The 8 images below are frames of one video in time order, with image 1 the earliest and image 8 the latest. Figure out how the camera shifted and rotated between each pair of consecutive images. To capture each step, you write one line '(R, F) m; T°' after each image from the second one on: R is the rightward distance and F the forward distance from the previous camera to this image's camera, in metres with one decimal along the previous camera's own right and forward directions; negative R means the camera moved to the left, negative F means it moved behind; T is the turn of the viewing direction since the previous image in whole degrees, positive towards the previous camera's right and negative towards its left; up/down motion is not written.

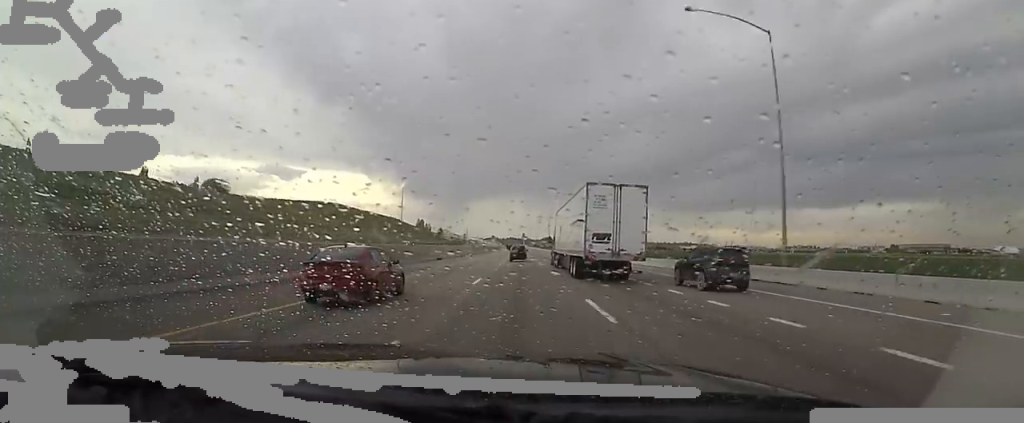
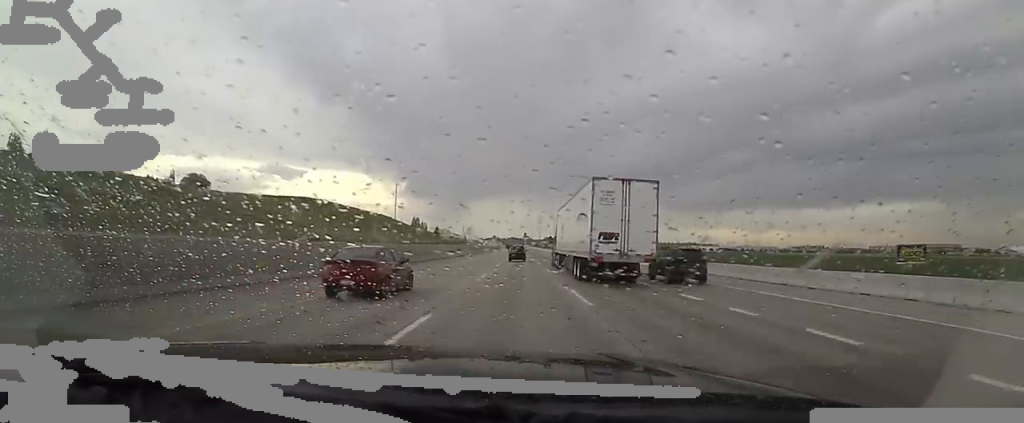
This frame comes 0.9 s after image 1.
(-0.1, +28.1) m; -2°
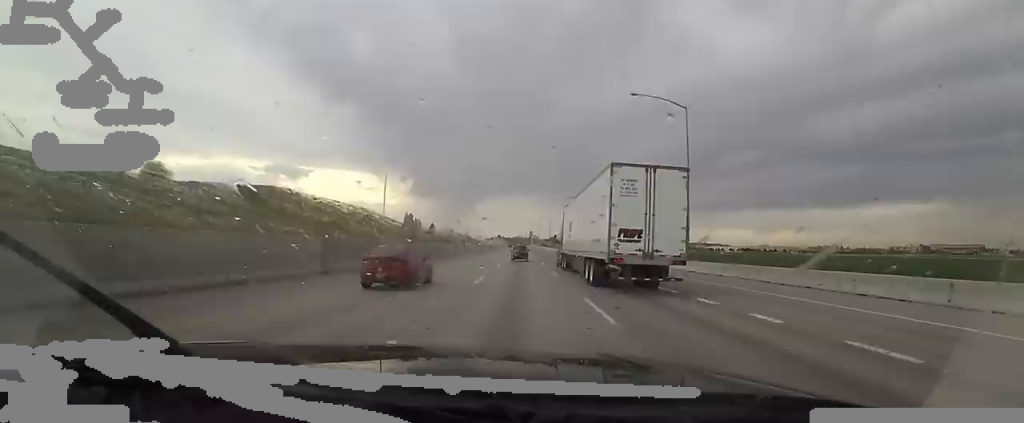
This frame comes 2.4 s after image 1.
(-1.7, +48.0) m; -1°
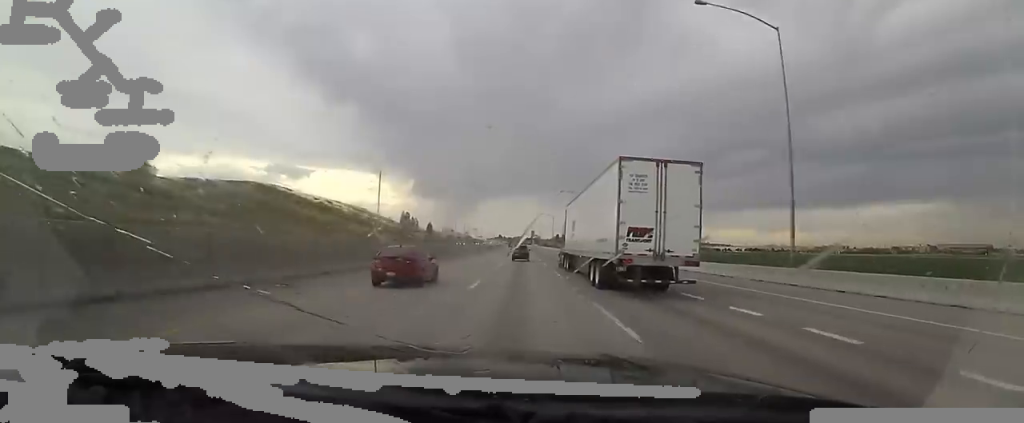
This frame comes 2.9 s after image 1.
(0.0, +16.6) m; +1°
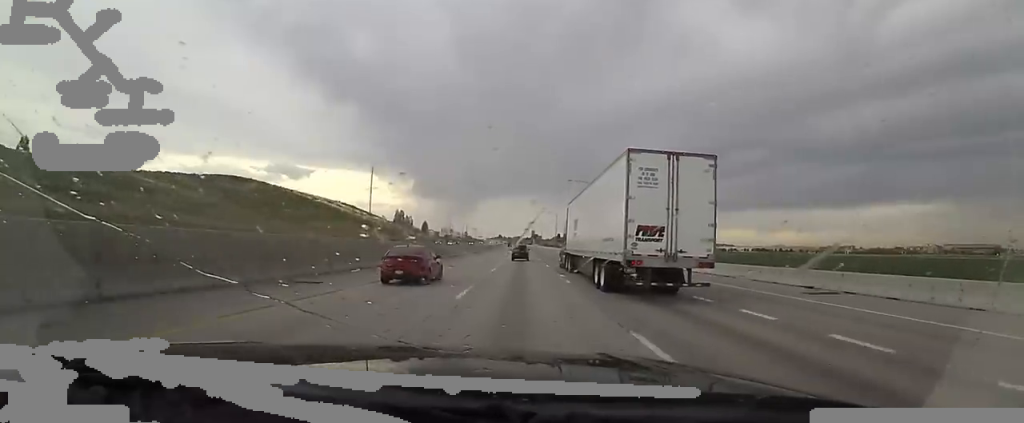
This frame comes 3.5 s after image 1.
(+0.4, +18.7) m; +1°
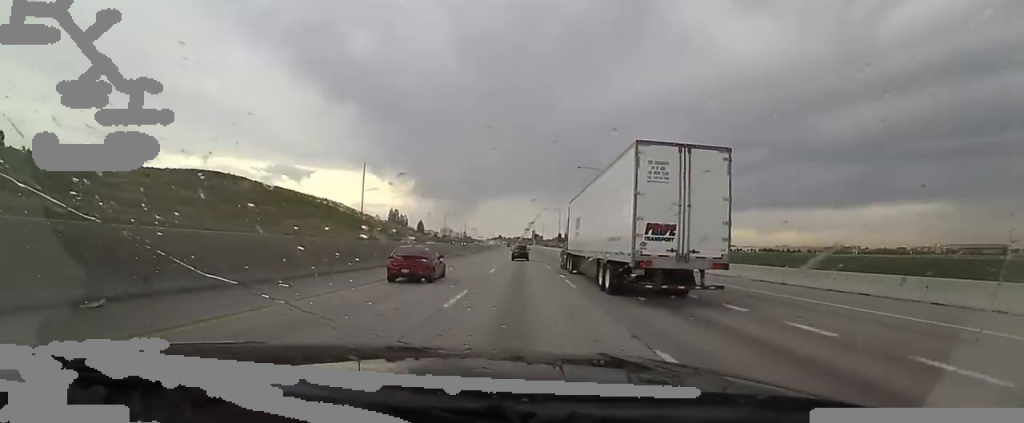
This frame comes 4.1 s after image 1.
(+0.1, +16.6) m; +1°
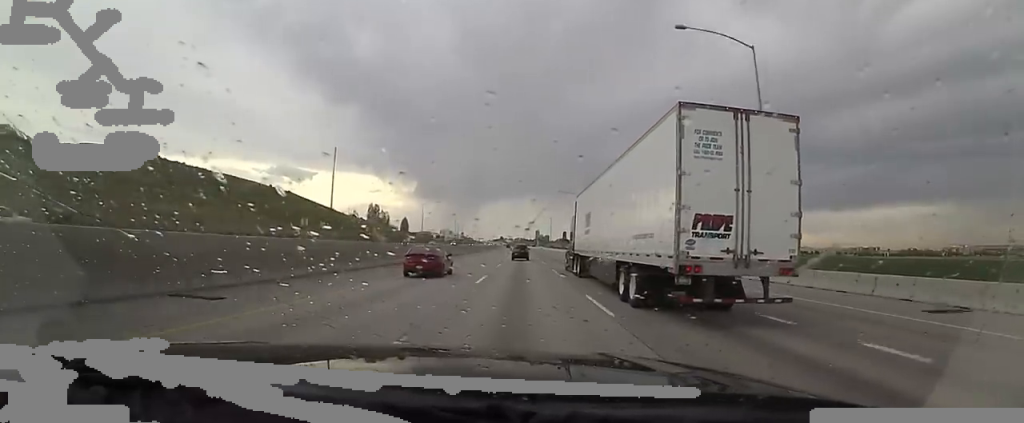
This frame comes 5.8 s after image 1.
(+1.2, +52.9) m; 0°
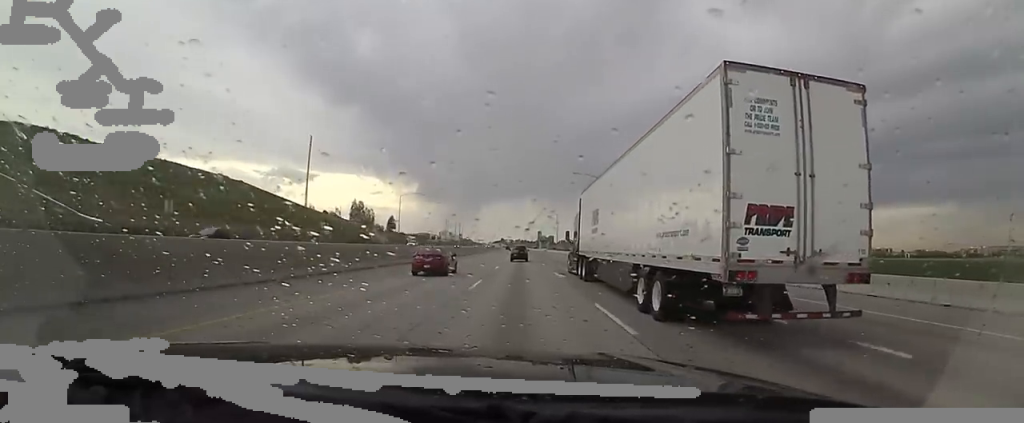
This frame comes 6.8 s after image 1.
(-1.5, +32.1) m; -3°
